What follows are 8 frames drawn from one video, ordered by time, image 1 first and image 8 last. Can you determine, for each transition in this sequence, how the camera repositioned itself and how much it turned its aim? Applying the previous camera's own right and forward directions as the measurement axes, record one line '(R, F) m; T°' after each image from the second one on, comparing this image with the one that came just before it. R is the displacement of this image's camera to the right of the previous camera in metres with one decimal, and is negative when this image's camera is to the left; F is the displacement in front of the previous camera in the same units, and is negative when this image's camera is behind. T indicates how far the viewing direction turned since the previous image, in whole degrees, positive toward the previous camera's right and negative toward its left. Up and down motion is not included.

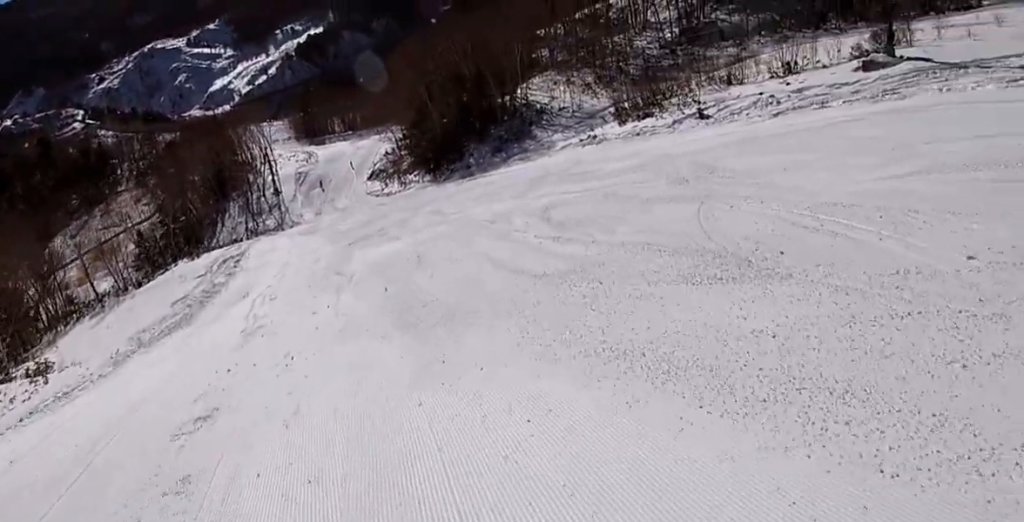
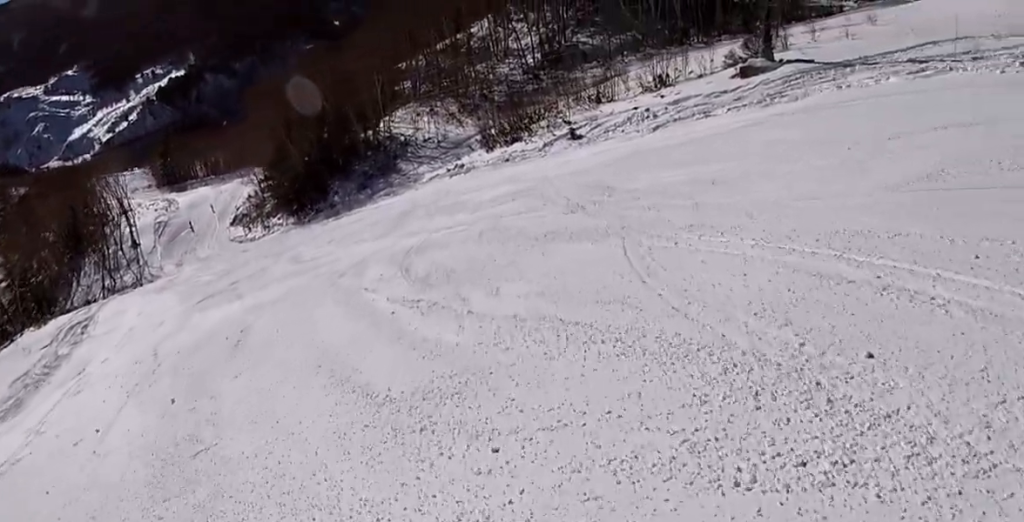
(+0.1, +3.3) m; +2°
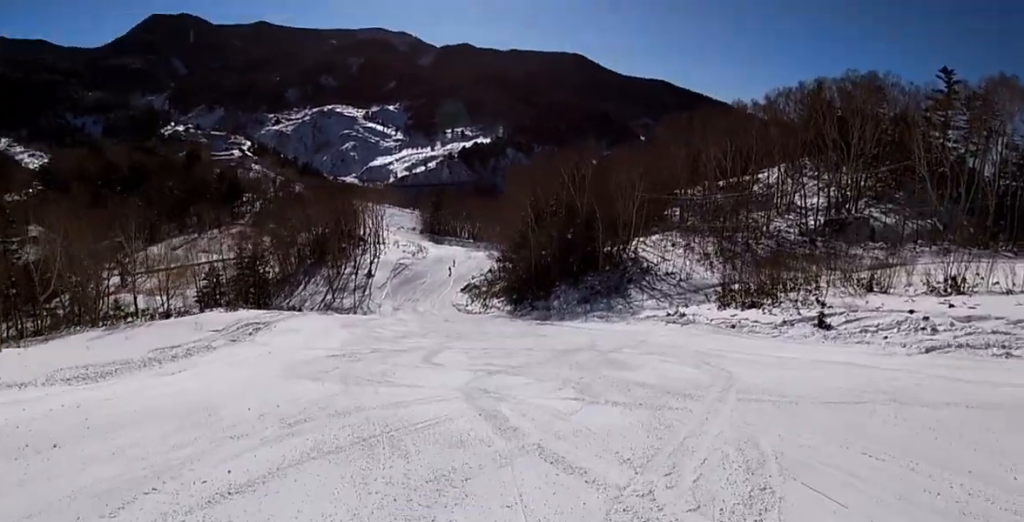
(0.0, +7.8) m; -16°
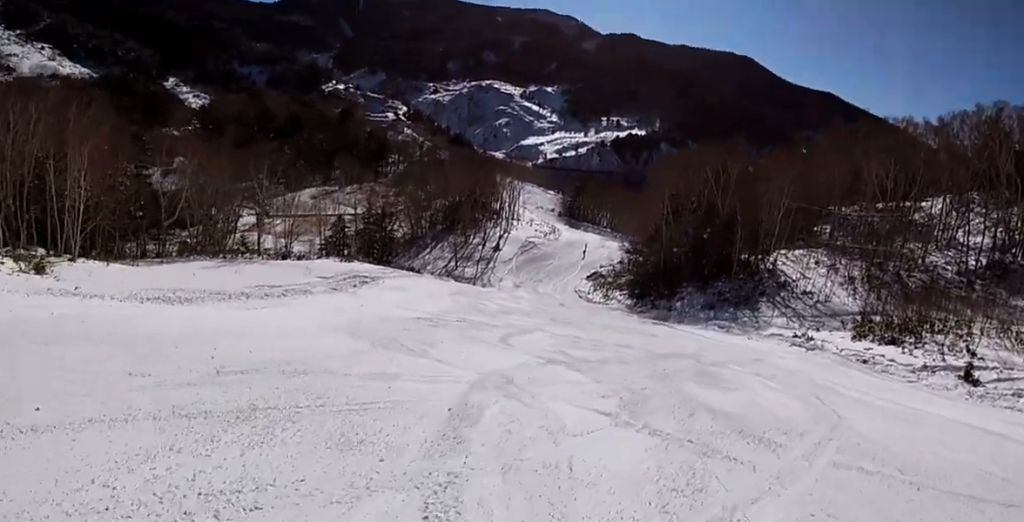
(-0.5, +2.6) m; -15°
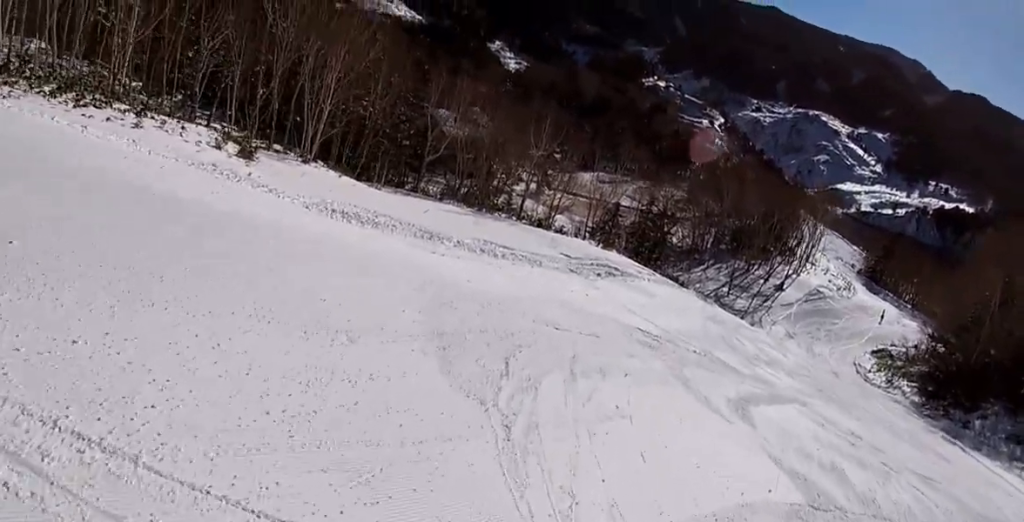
(-2.7, +6.5) m; -36°
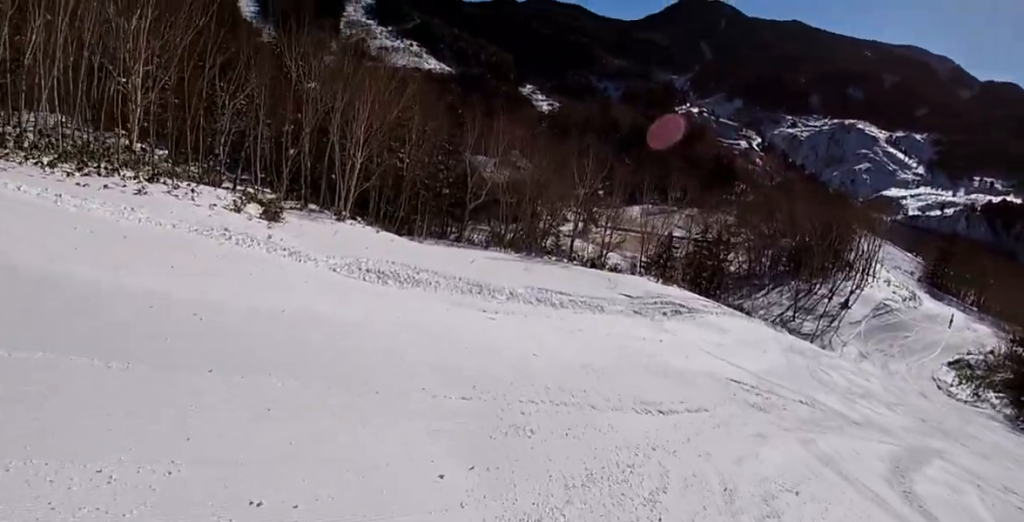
(-0.2, +3.0) m; -8°
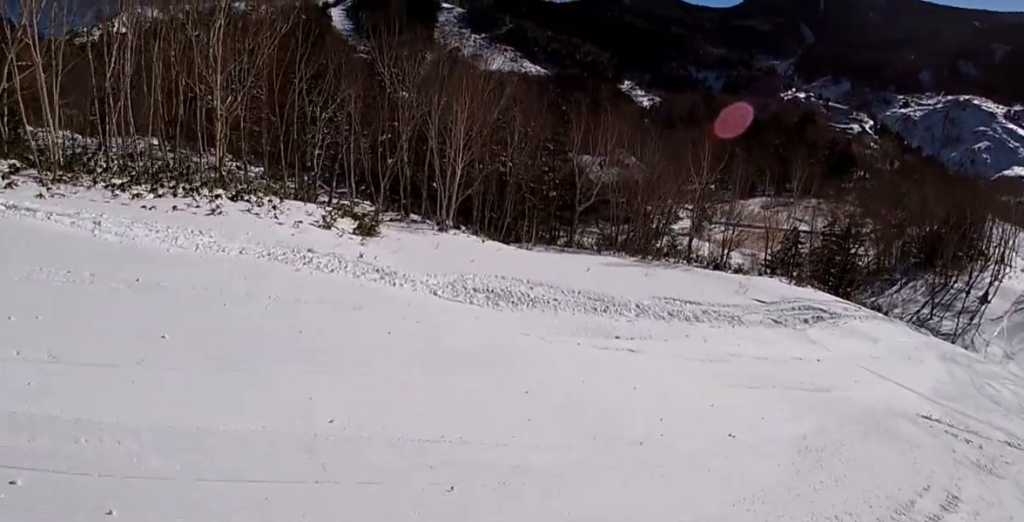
(-0.6, +3.1) m; +2°
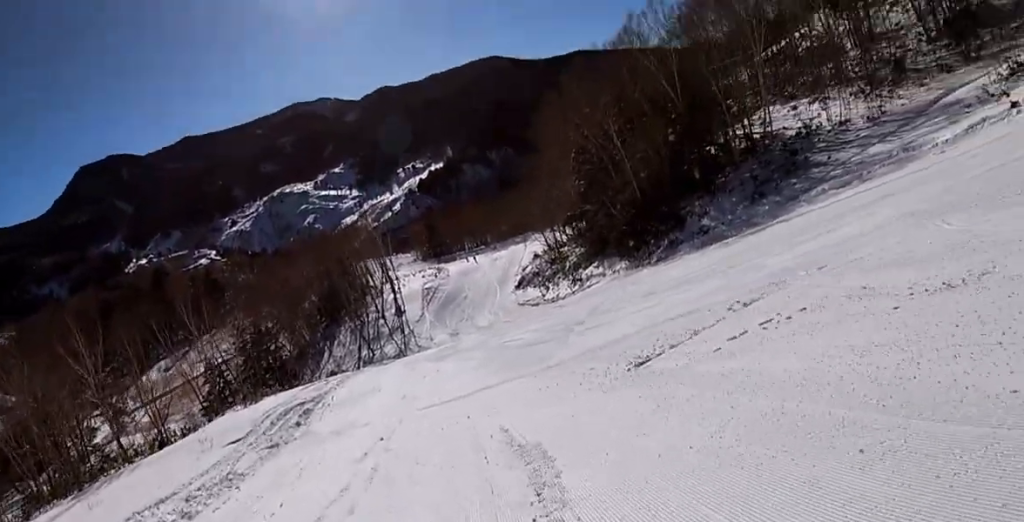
(+2.1, +7.4) m; +46°
